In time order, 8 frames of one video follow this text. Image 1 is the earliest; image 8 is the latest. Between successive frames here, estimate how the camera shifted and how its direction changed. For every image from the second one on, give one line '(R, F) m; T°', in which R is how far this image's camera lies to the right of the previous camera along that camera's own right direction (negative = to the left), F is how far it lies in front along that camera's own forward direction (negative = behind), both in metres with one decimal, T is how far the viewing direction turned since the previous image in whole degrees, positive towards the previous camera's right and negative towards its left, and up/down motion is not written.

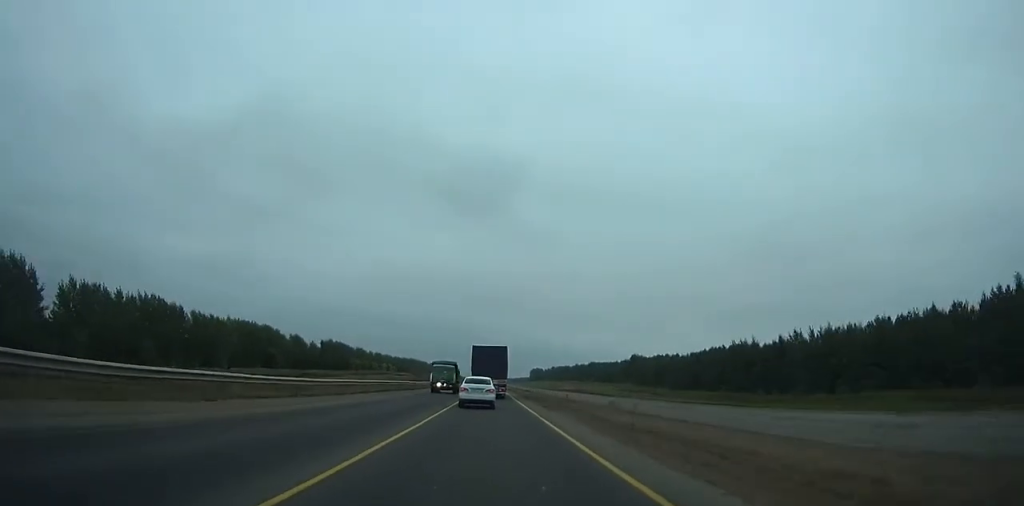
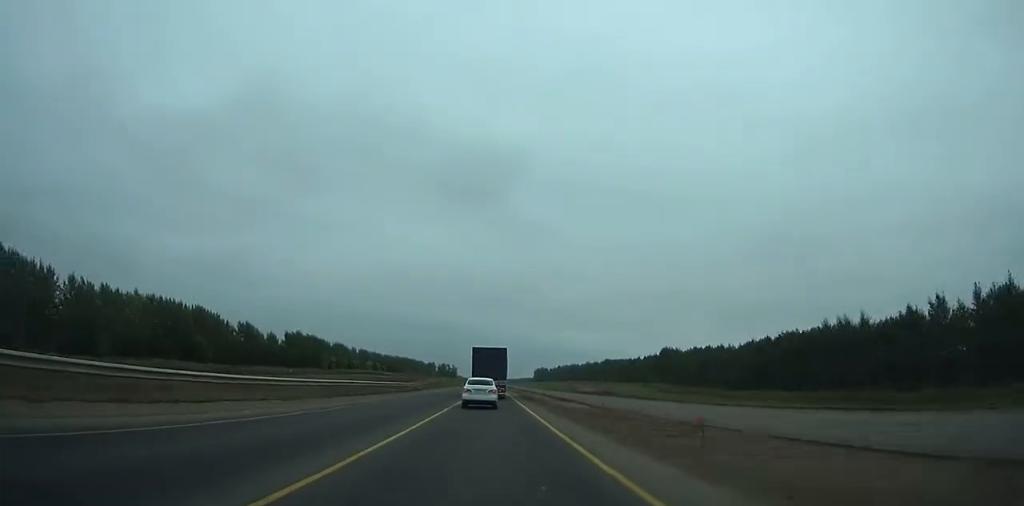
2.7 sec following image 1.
(-0.1, +48.4) m; 0°
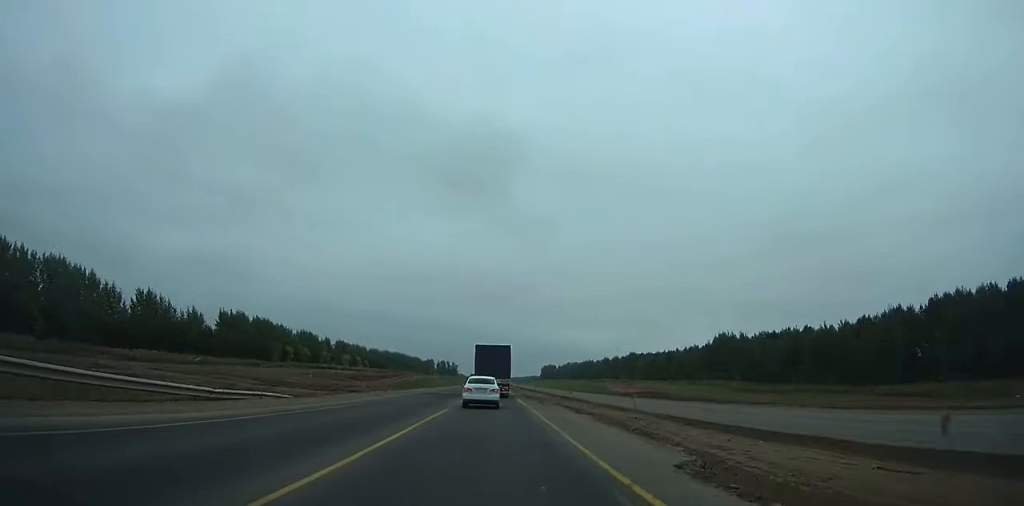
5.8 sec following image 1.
(0.0, +56.9) m; 0°
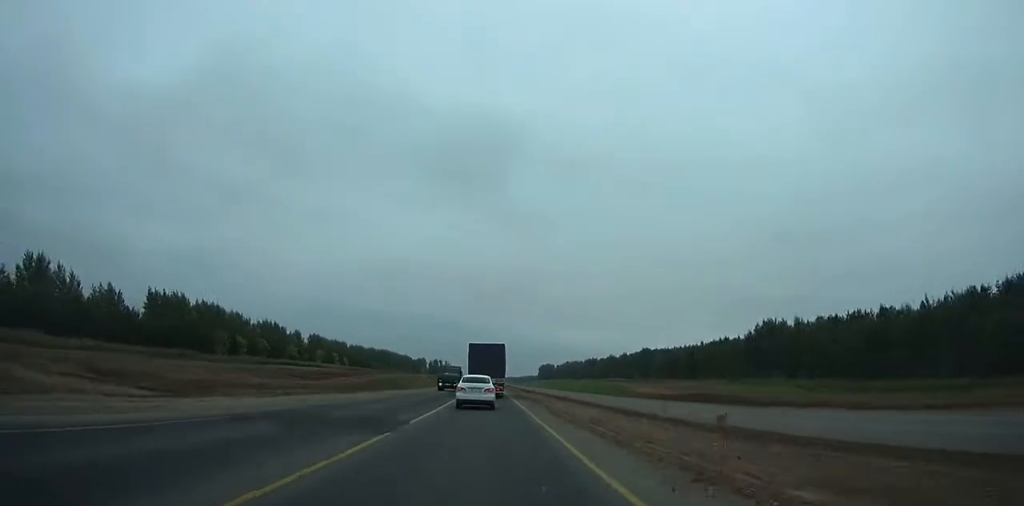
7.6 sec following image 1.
(+0.1, +33.4) m; 0°
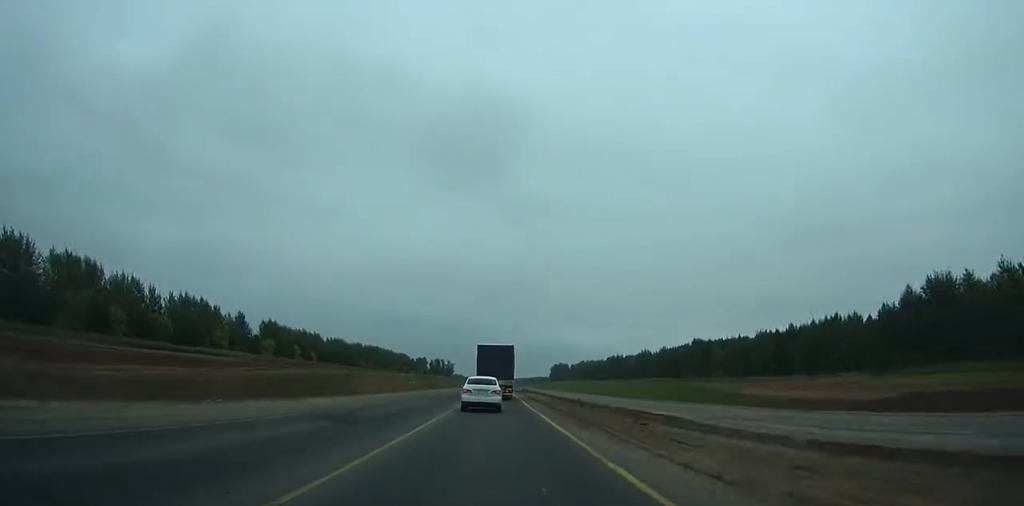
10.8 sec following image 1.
(0.0, +59.6) m; 0°
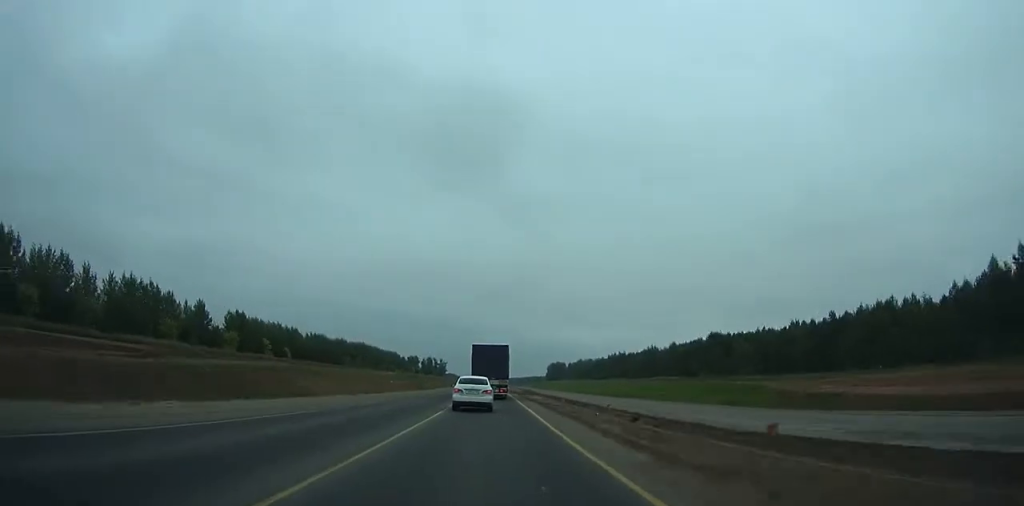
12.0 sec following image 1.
(-0.2, +22.3) m; 0°
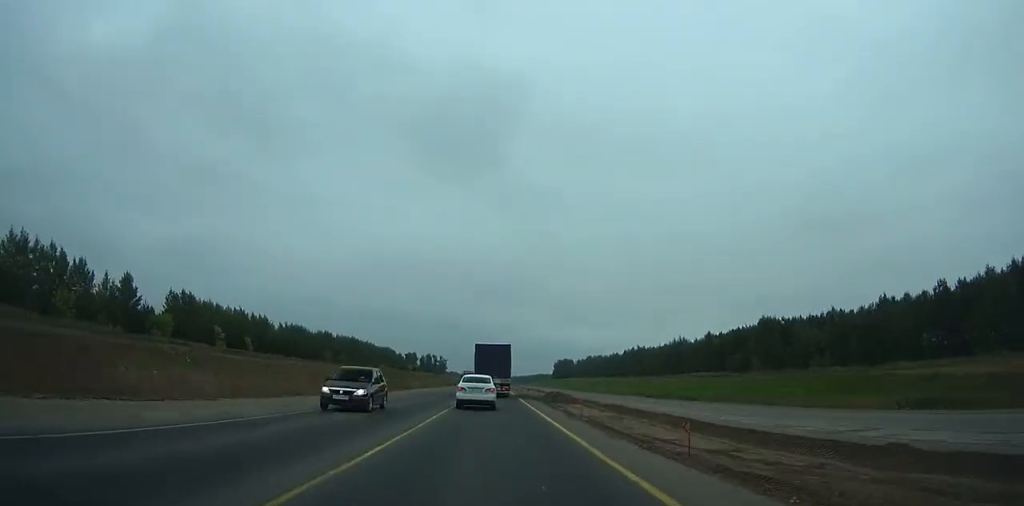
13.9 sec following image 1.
(-0.1, +35.2) m; 0°
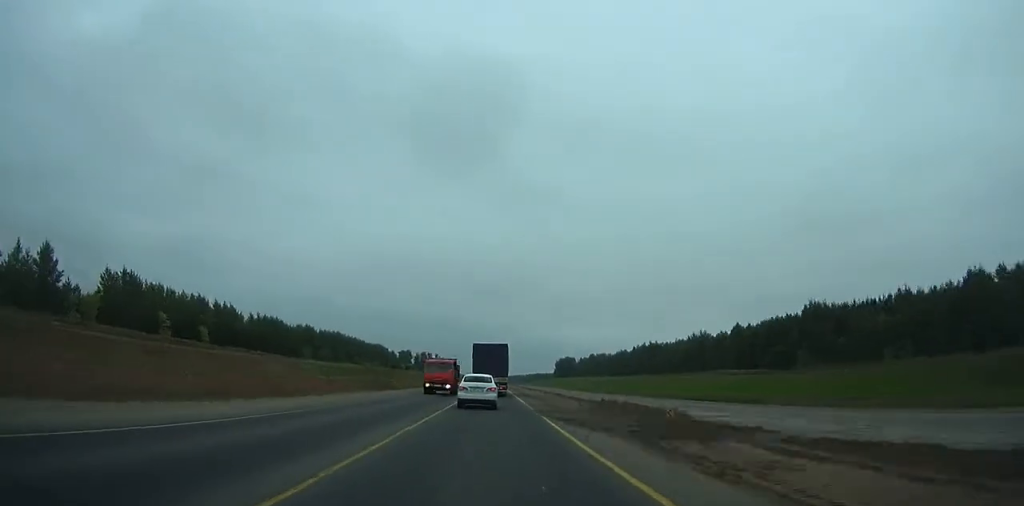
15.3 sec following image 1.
(0.0, +25.9) m; 0°
